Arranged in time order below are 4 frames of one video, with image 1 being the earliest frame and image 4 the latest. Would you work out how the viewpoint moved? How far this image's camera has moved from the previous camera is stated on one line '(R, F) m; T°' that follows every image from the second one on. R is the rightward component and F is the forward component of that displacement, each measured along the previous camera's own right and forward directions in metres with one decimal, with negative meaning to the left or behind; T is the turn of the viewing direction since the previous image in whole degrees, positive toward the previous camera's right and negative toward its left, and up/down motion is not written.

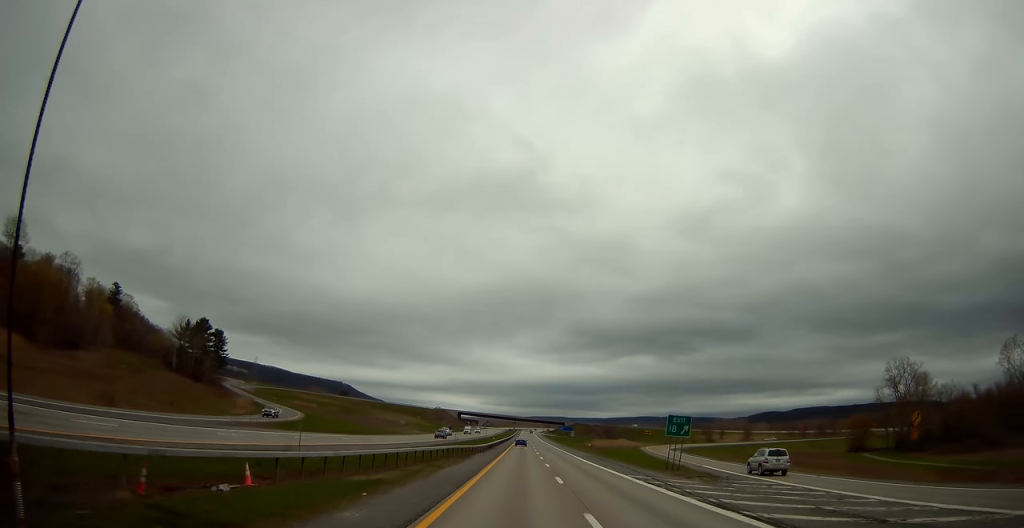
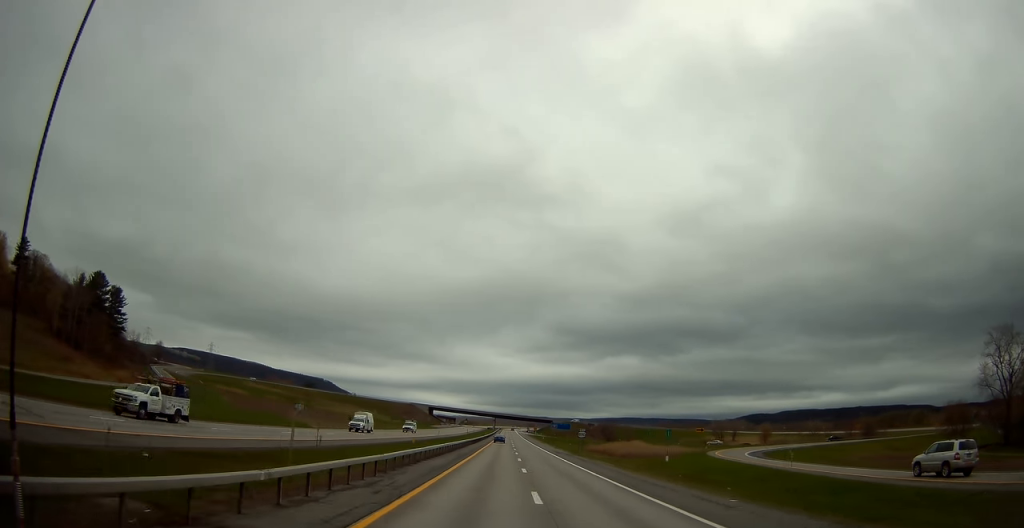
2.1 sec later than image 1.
(+0.6, +54.1) m; +1°
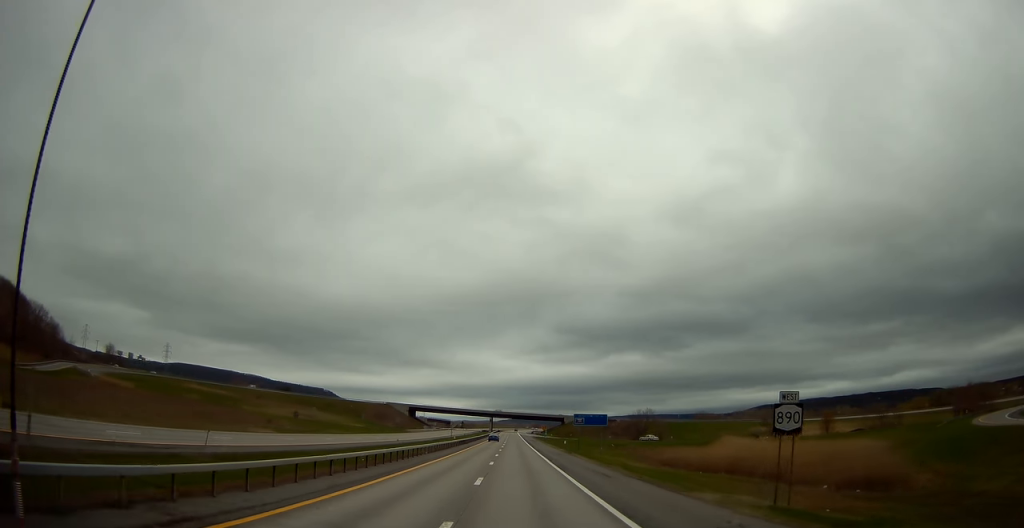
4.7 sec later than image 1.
(+0.1, +67.4) m; 0°
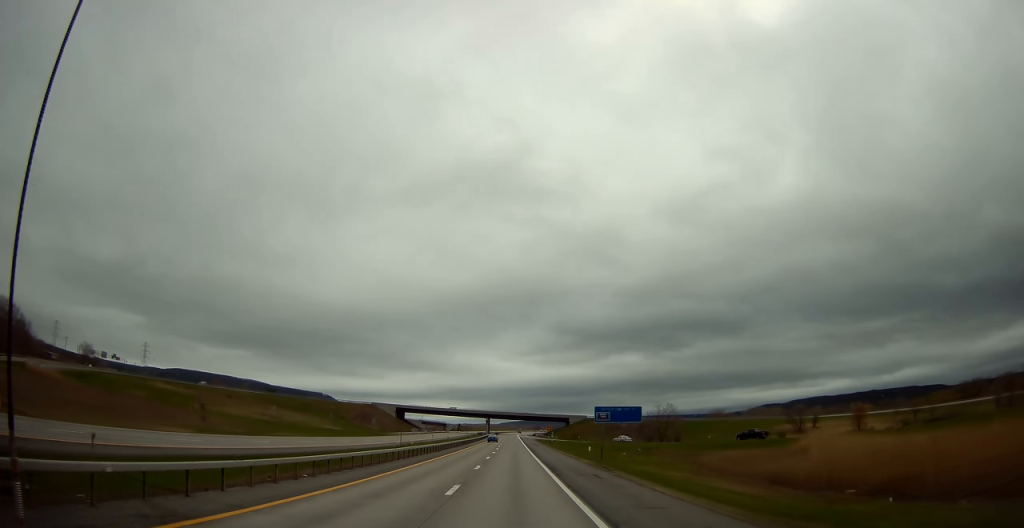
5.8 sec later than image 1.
(0.0, +27.9) m; 0°
